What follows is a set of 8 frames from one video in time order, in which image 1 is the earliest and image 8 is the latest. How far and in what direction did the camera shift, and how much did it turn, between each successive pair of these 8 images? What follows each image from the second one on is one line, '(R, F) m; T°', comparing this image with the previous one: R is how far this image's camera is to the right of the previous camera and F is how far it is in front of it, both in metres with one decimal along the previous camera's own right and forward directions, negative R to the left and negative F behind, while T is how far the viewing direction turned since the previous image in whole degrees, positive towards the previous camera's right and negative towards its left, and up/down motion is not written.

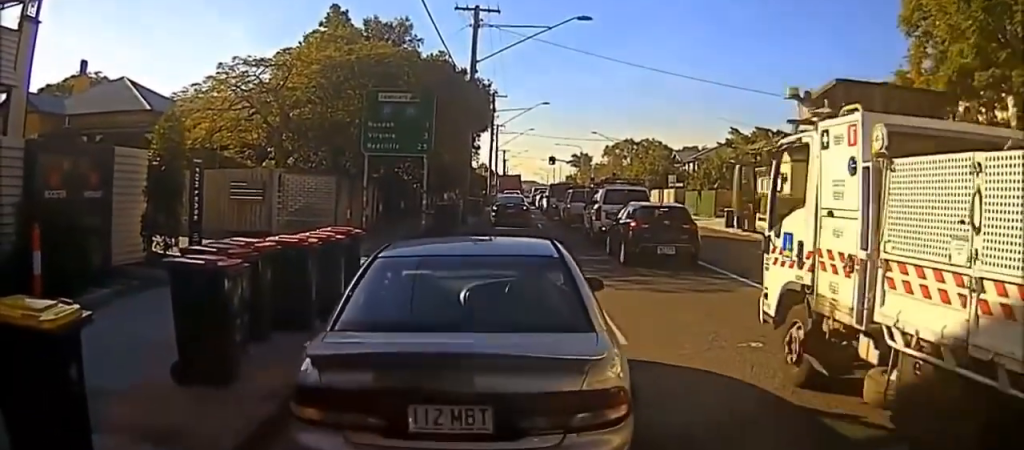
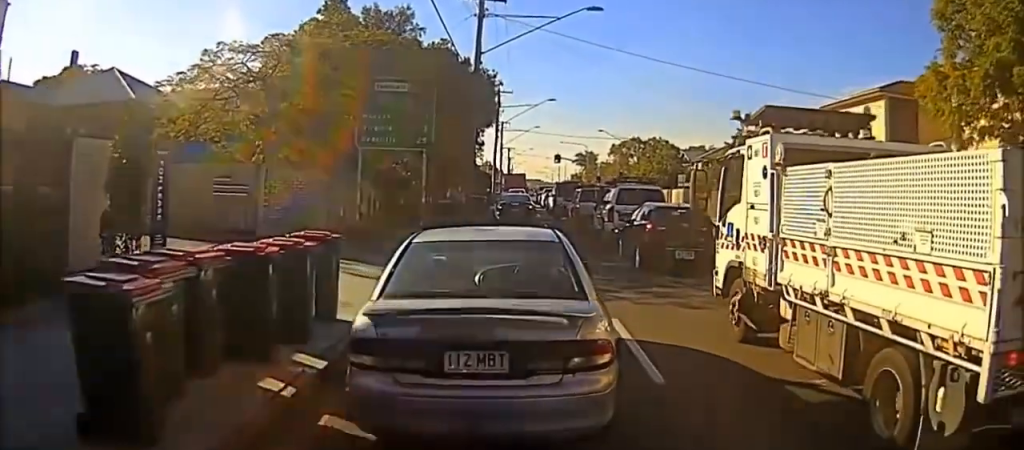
(0.0, +1.6) m; 0°
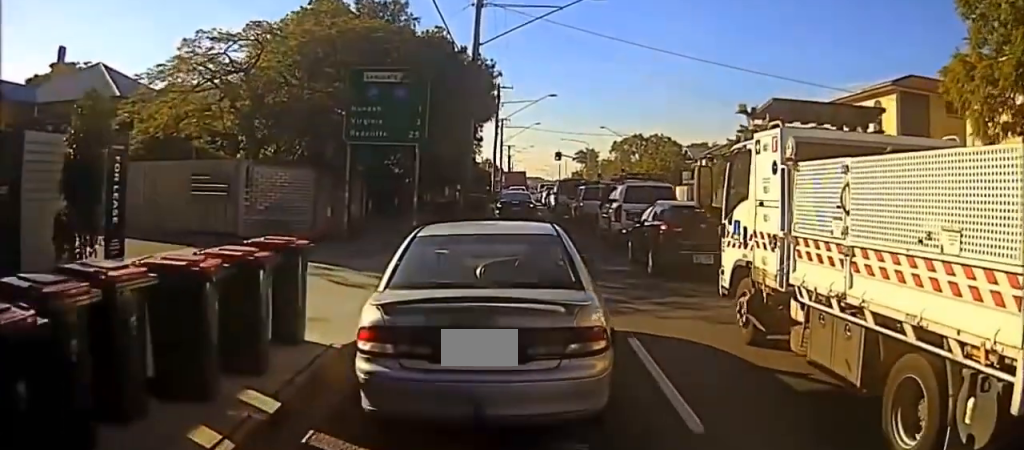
(0.0, +0.9) m; 0°
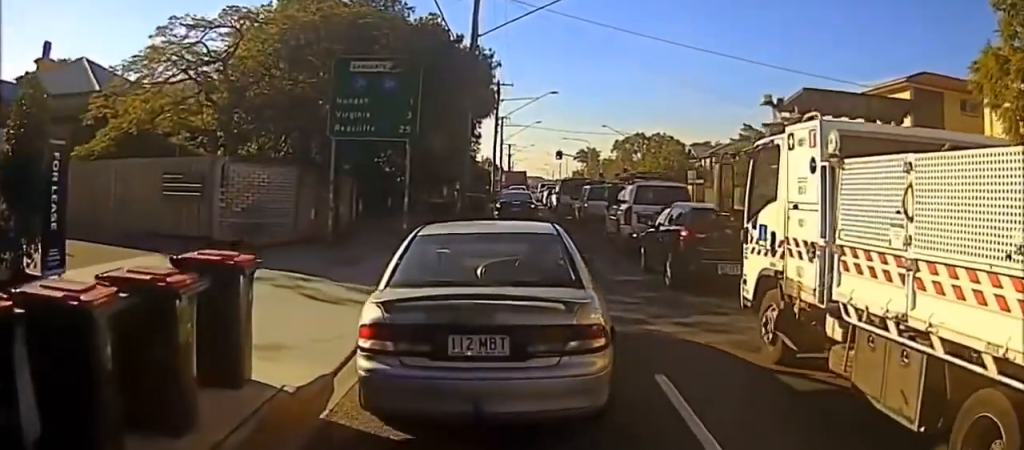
(0.0, +0.9) m; 0°
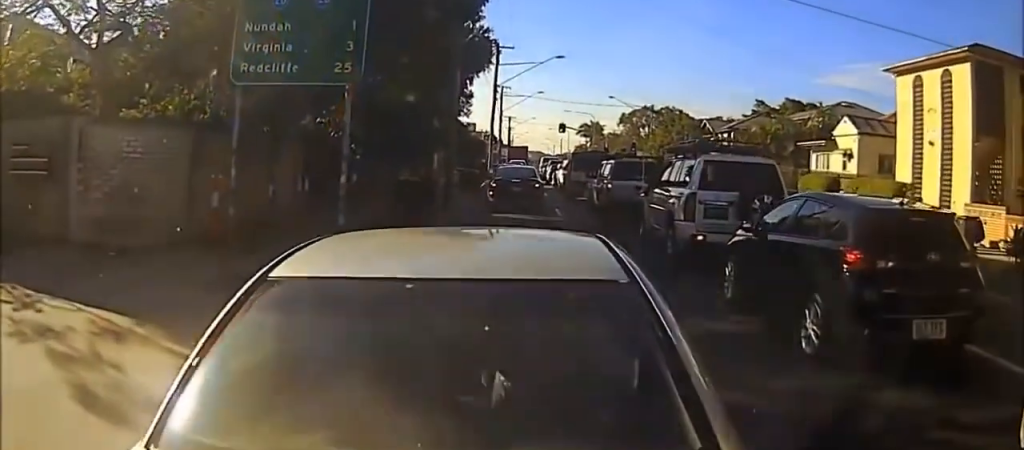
(0.0, +3.9) m; 0°
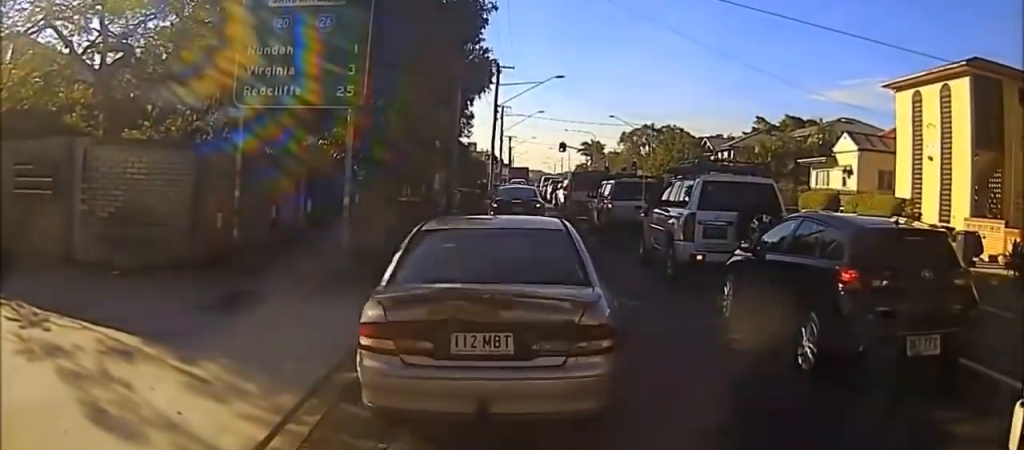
(0.0, +2.1) m; 0°
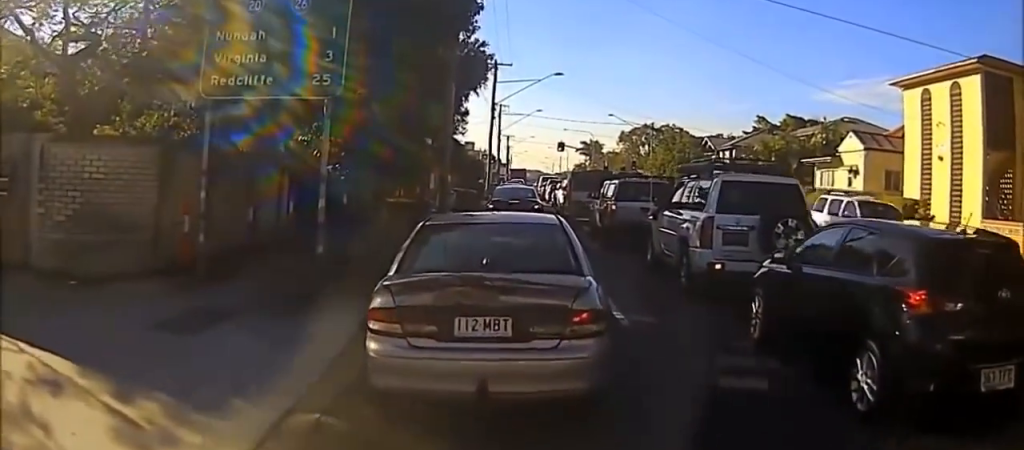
(0.0, +2.1) m; 0°
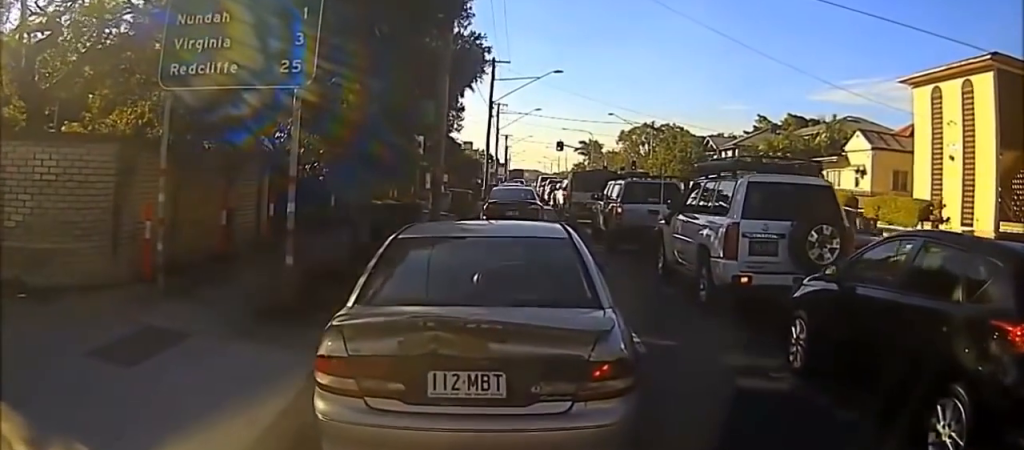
(0.0, +0.8) m; 0°
